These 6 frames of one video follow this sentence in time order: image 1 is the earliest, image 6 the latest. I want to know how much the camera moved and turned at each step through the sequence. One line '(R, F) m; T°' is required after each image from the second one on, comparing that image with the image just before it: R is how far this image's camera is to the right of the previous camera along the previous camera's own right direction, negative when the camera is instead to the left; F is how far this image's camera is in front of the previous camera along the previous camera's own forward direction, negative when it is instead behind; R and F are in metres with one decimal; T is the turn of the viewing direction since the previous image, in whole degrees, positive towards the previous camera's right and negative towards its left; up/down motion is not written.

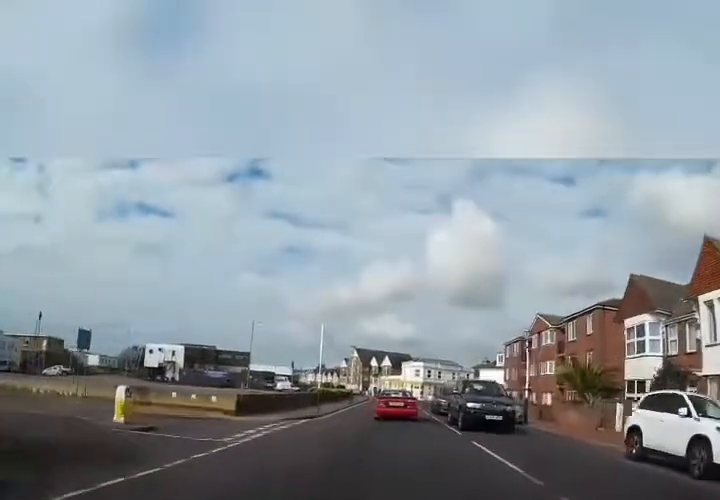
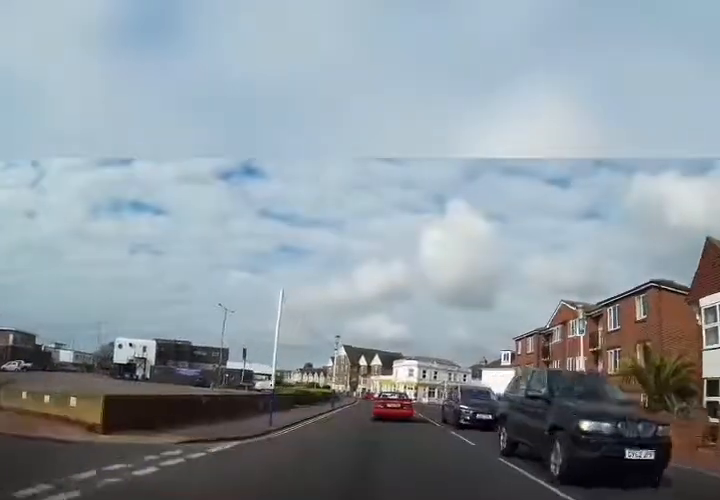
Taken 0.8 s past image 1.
(+0.1, +8.0) m; +2°
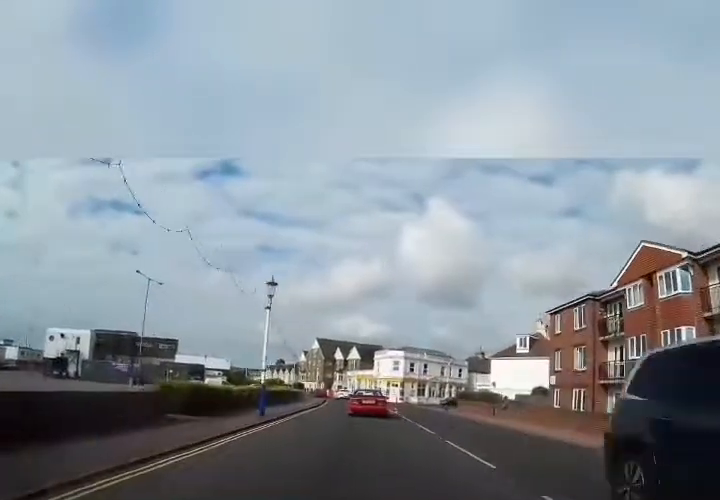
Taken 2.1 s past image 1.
(+0.5, +14.9) m; 0°
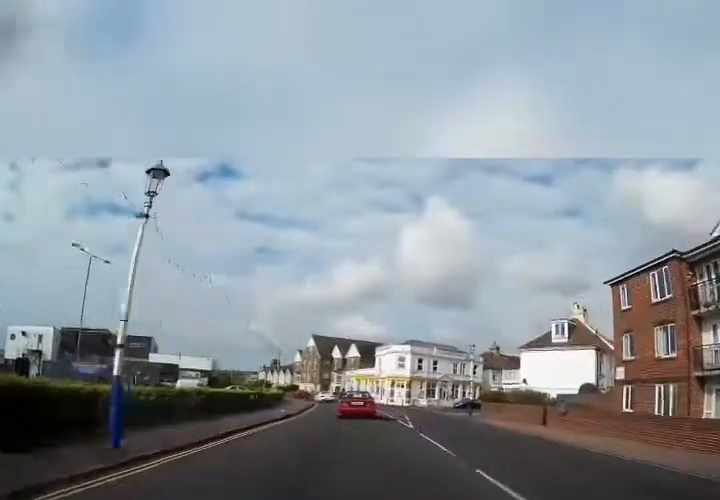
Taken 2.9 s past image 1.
(-0.2, +9.6) m; -1°
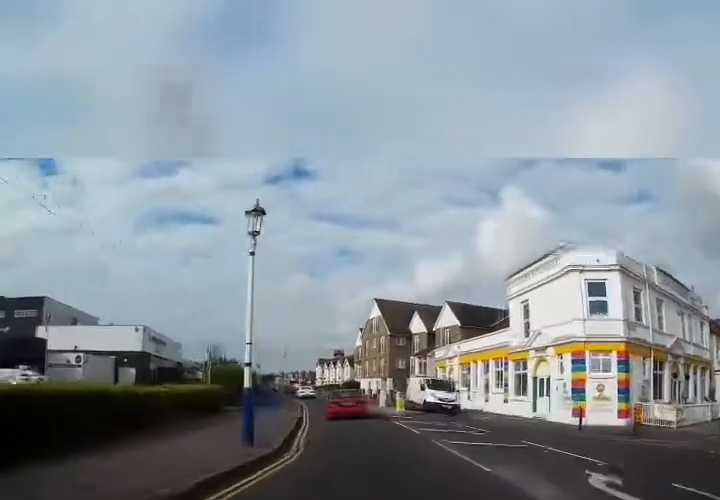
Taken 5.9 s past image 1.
(-3.2, +37.6) m; -12°
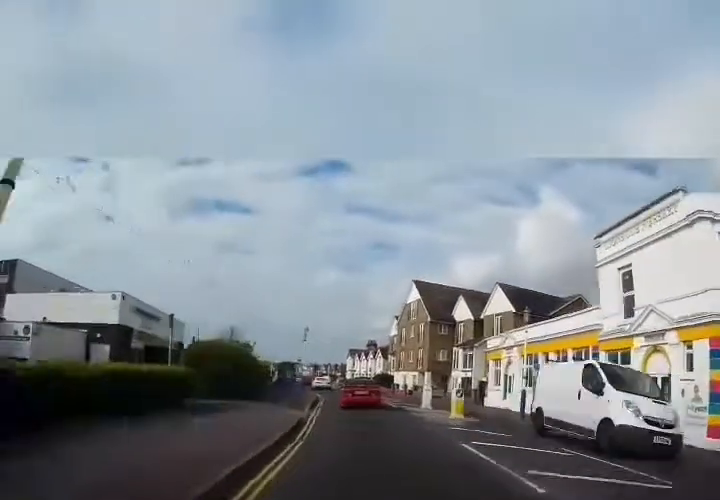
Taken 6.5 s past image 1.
(0.0, +7.4) m; -3°
